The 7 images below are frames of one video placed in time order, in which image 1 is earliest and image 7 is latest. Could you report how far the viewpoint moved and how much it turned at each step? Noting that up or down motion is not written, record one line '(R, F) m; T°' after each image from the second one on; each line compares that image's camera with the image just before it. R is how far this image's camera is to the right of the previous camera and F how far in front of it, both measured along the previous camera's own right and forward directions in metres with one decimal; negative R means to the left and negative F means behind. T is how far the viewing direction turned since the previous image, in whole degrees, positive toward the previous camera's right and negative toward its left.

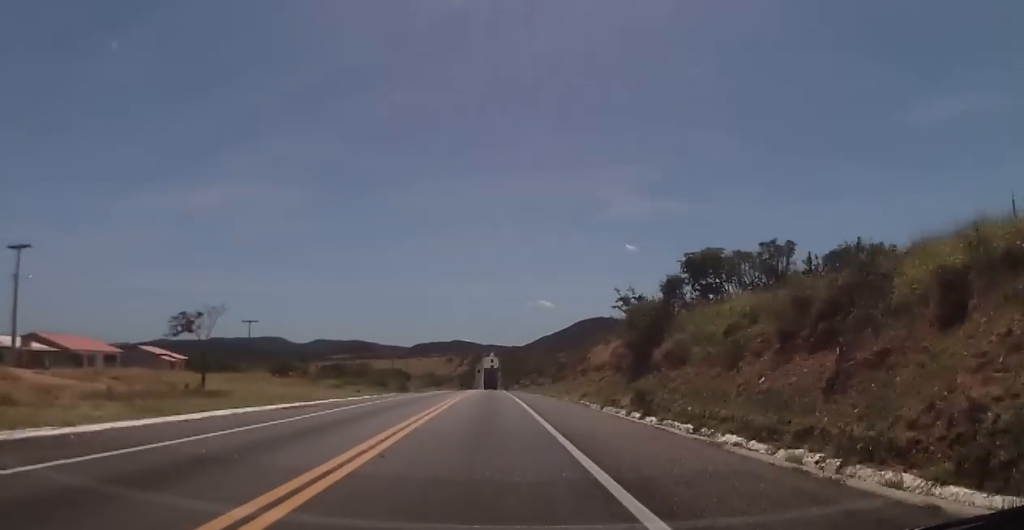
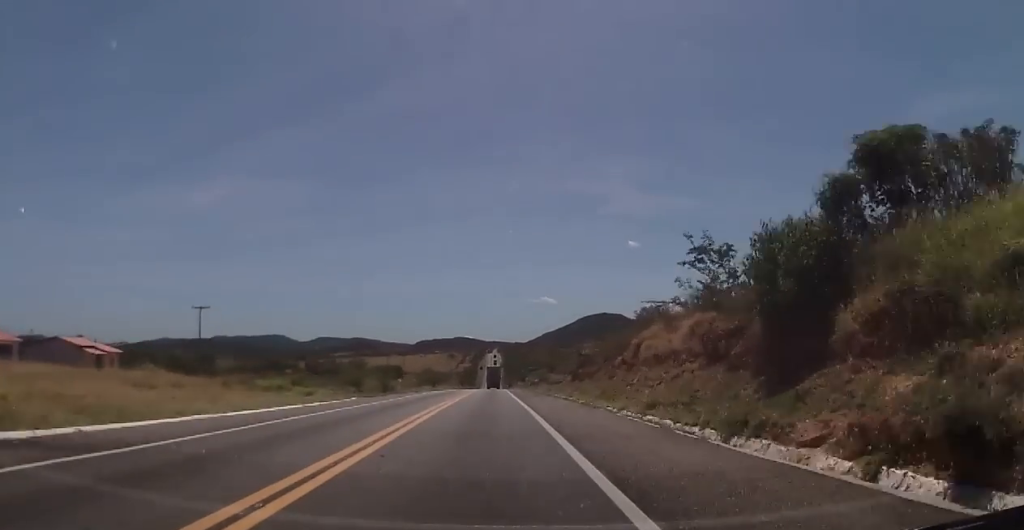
(-0.2, +17.7) m; 0°
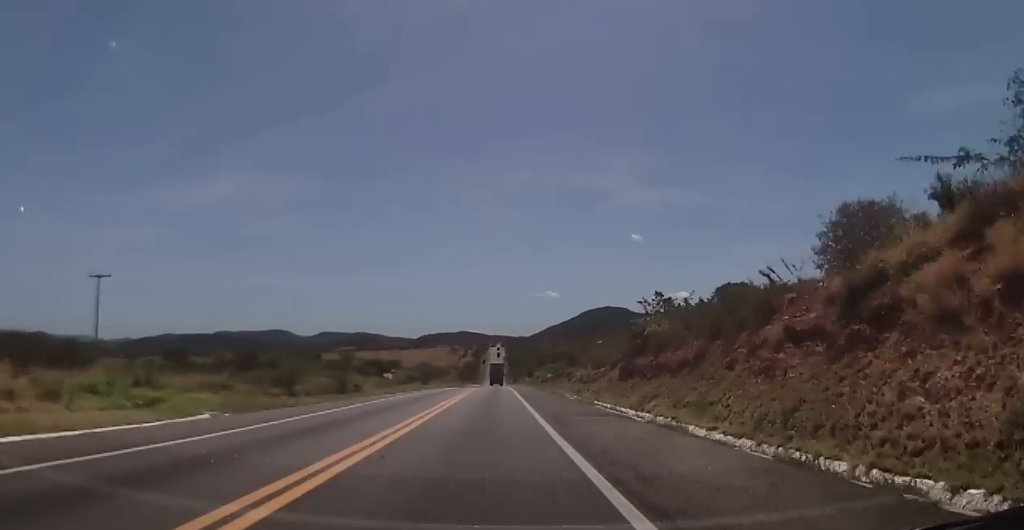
(+0.2, +23.2) m; 0°
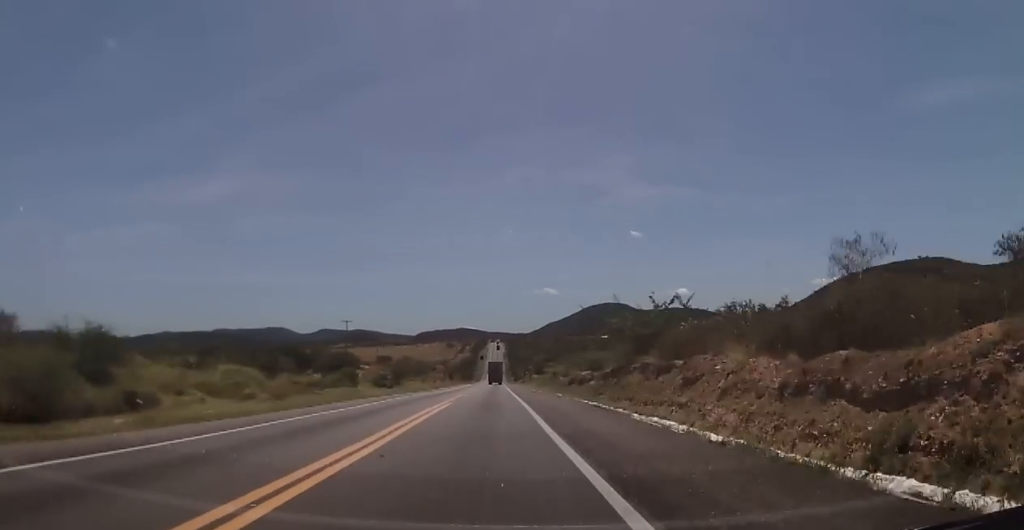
(-0.6, +39.3) m; -1°
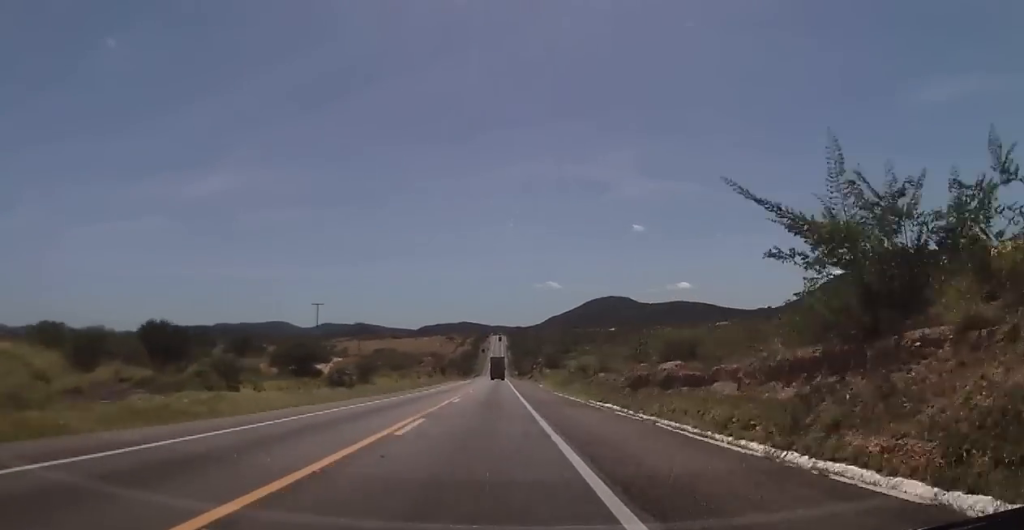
(+0.3, +27.2) m; +1°
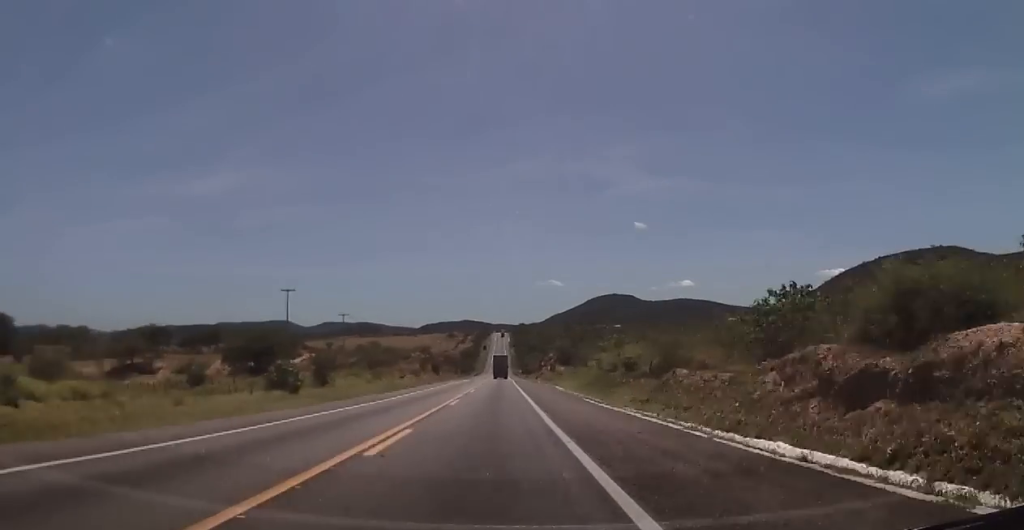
(+0.1, +19.8) m; 0°
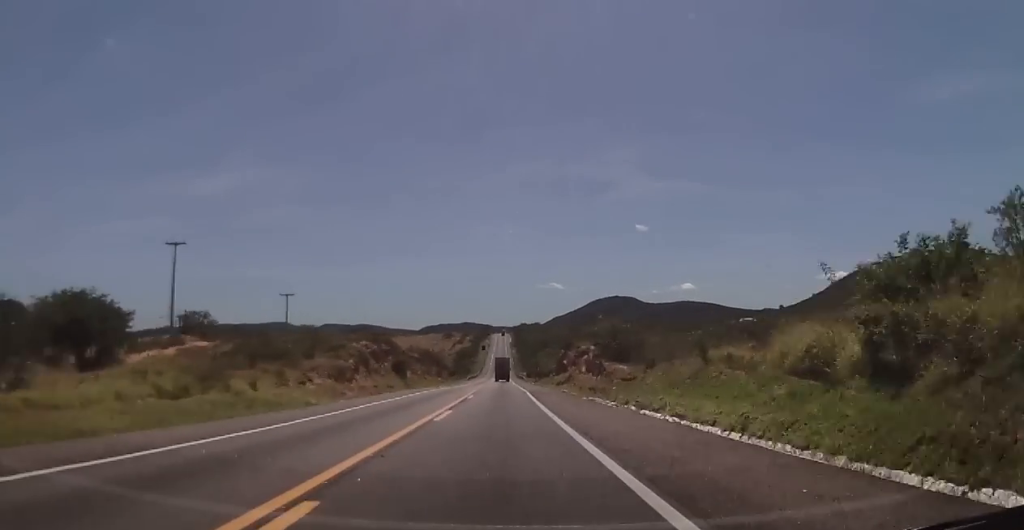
(-0.3, +40.6) m; -1°
